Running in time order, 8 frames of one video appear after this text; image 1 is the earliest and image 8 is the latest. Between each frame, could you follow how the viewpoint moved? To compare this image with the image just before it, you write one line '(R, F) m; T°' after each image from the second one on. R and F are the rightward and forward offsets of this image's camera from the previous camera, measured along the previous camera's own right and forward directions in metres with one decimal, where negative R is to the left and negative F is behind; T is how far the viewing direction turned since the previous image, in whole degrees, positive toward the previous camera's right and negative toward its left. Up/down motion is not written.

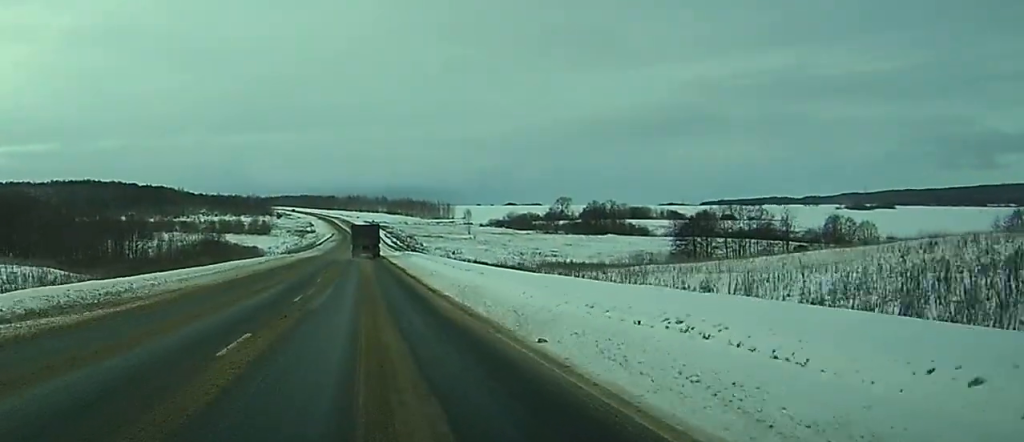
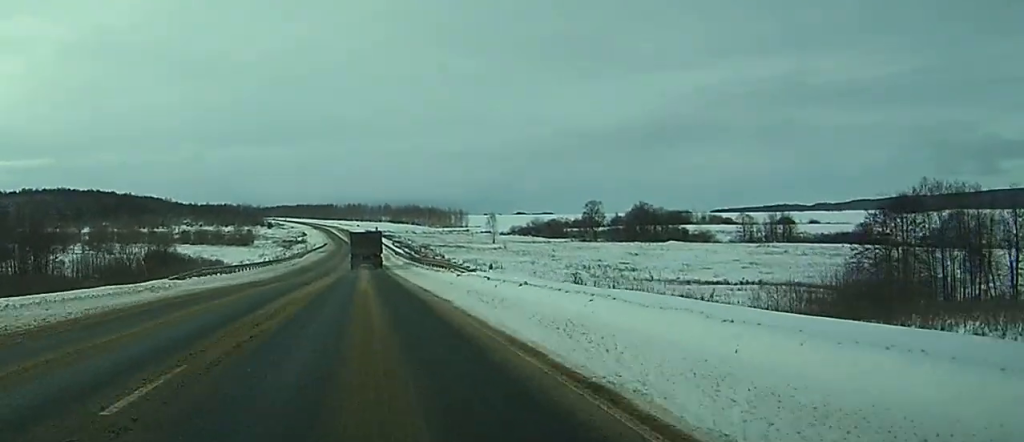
(+0.5, +60.5) m; +1°
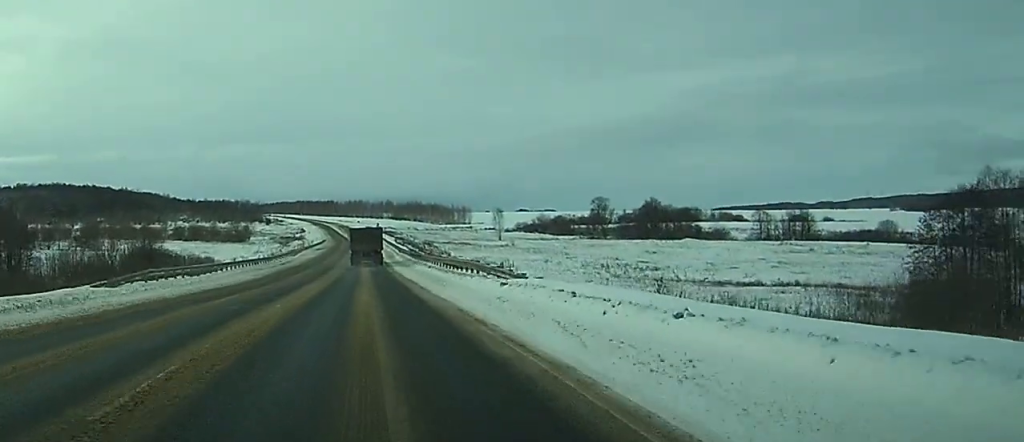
(-0.1, +12.1) m; 0°
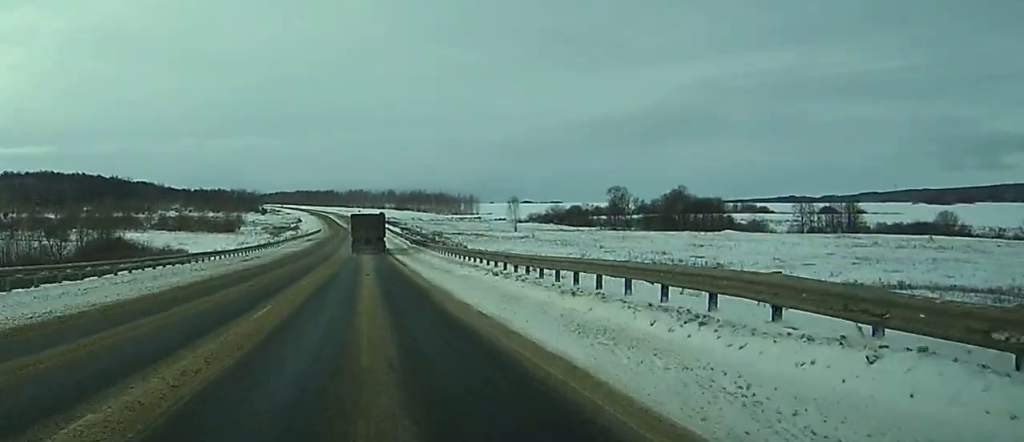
(-0.2, +26.8) m; -1°
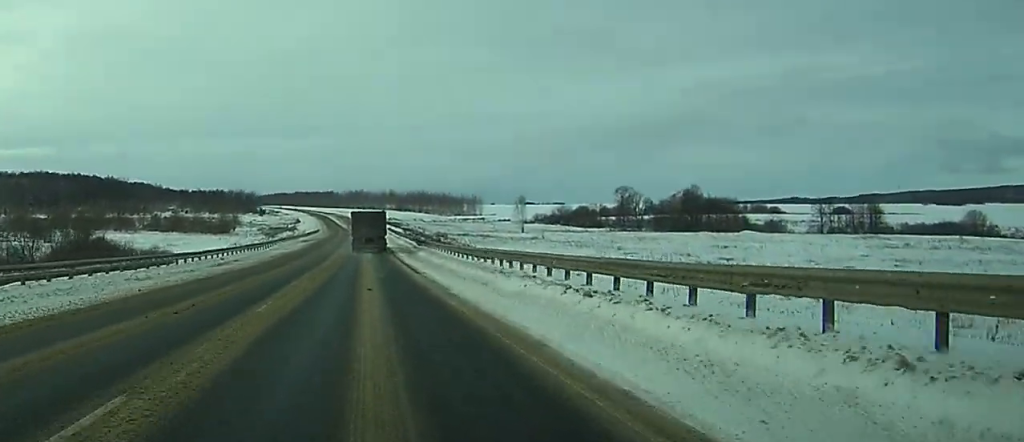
(-0.1, +11.3) m; 0°
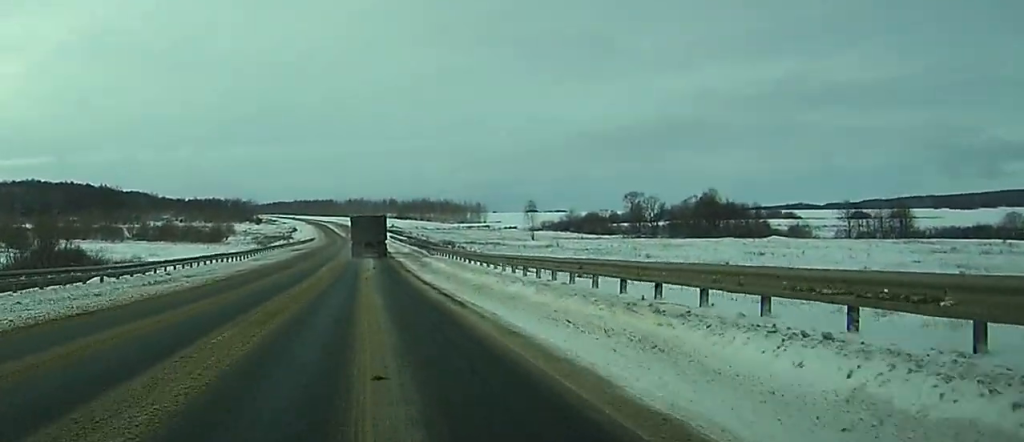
(0.0, +14.7) m; 0°
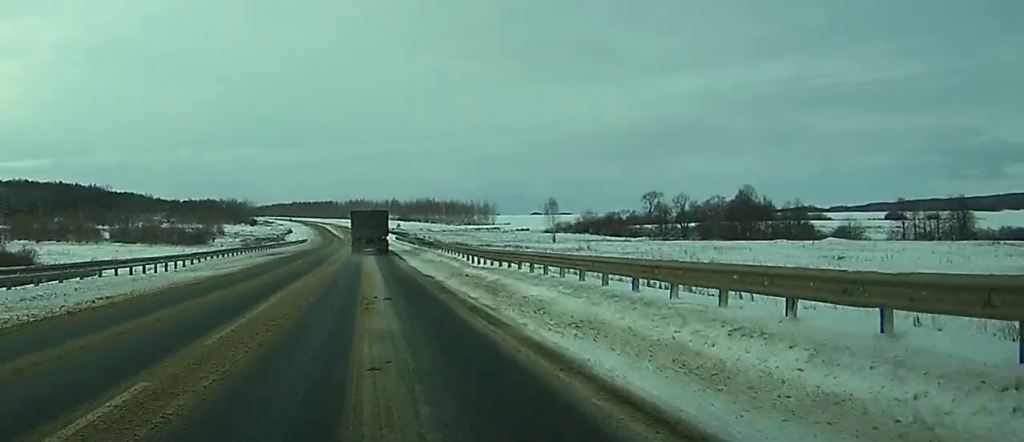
(+0.1, +24.8) m; 0°
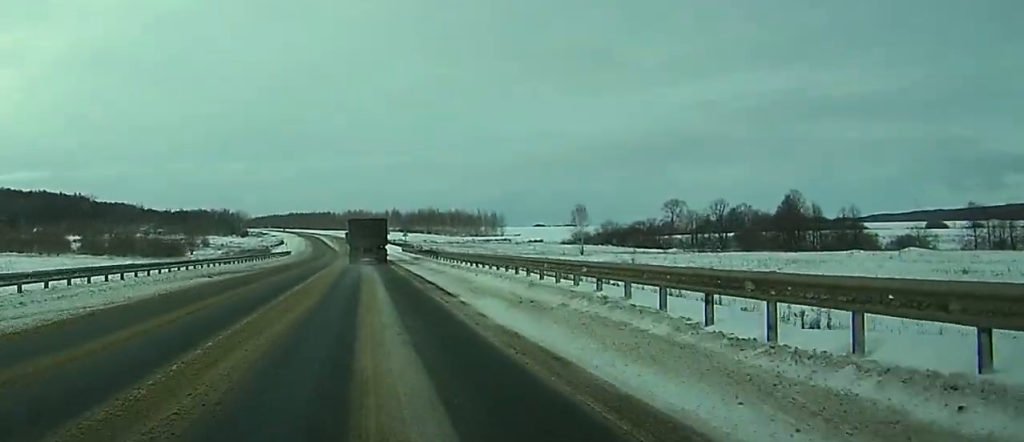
(+0.1, +27.9) m; 0°
